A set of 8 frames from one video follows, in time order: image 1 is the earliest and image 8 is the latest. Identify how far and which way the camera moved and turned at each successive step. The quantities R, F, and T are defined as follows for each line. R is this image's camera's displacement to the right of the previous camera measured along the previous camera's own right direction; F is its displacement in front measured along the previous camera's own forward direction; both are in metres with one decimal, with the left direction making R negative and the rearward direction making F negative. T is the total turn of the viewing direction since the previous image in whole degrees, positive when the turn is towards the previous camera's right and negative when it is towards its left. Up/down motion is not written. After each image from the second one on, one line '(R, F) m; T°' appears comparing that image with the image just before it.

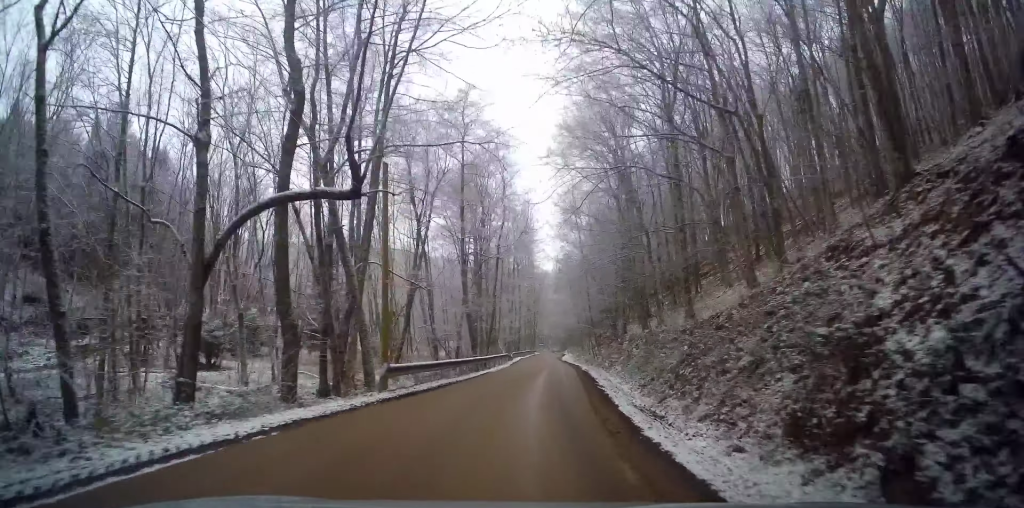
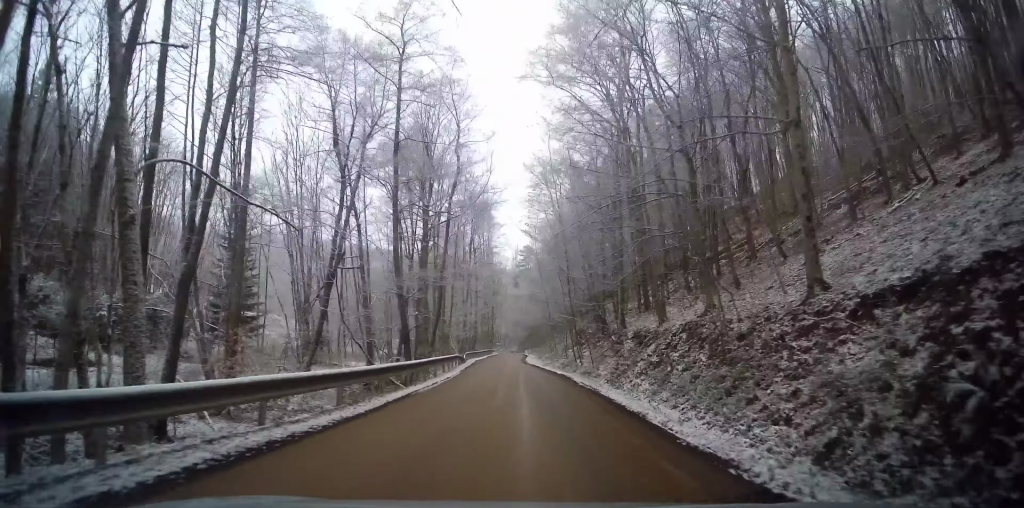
(+0.2, +12.3) m; +3°
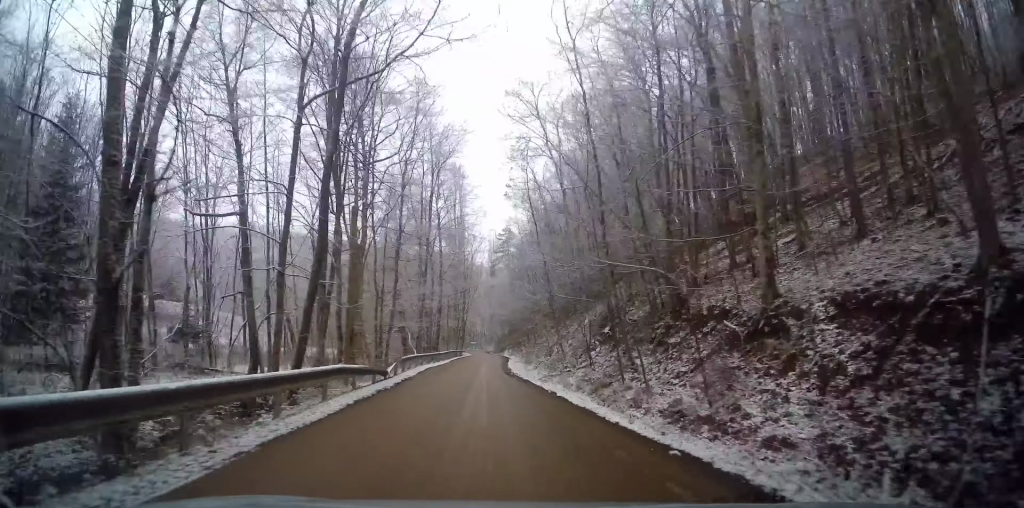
(+0.9, +18.8) m; +1°
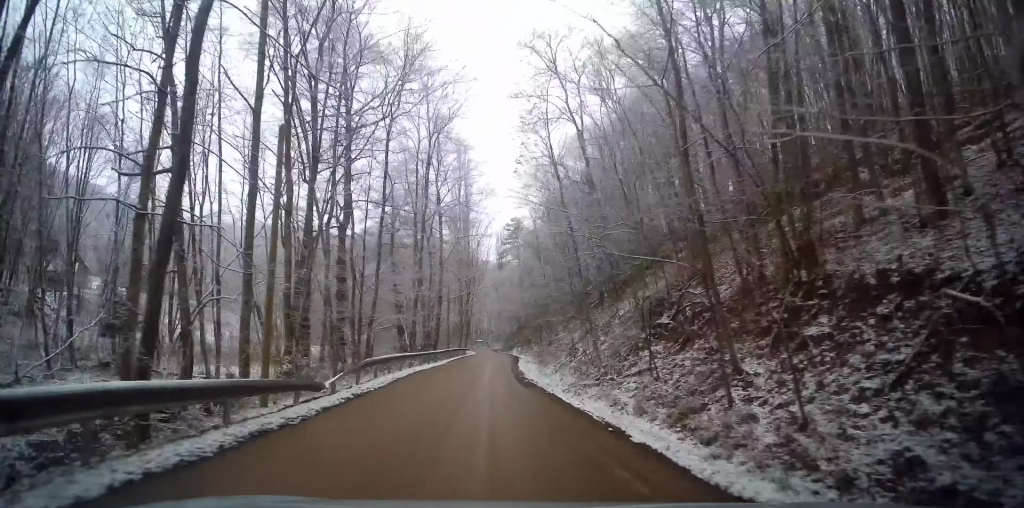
(-0.3, +7.1) m; -1°
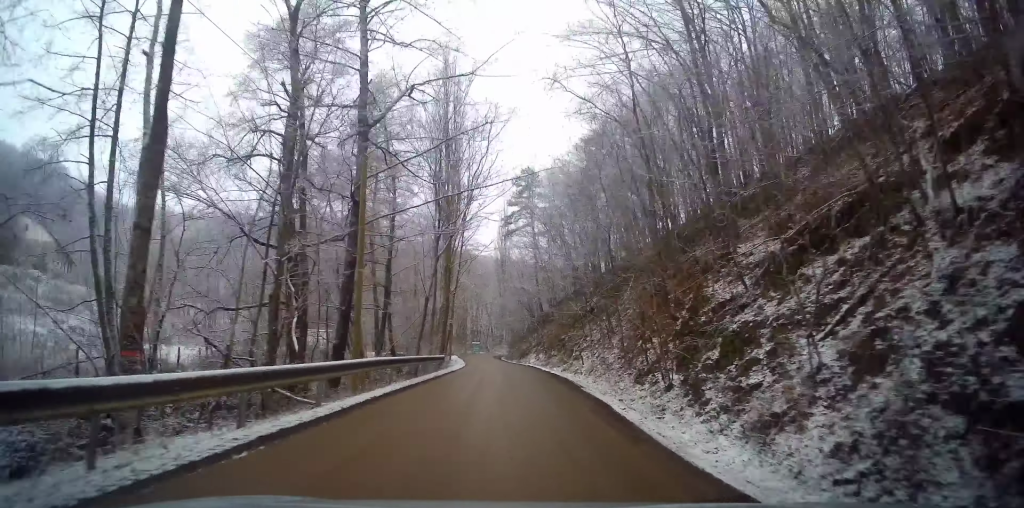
(+0.2, +31.7) m; +2°
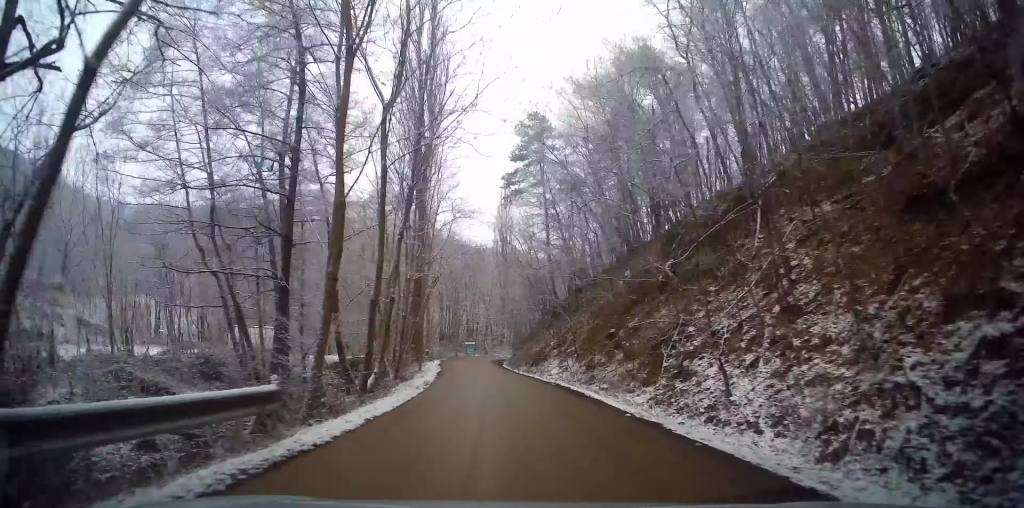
(+0.4, +18.6) m; 0°
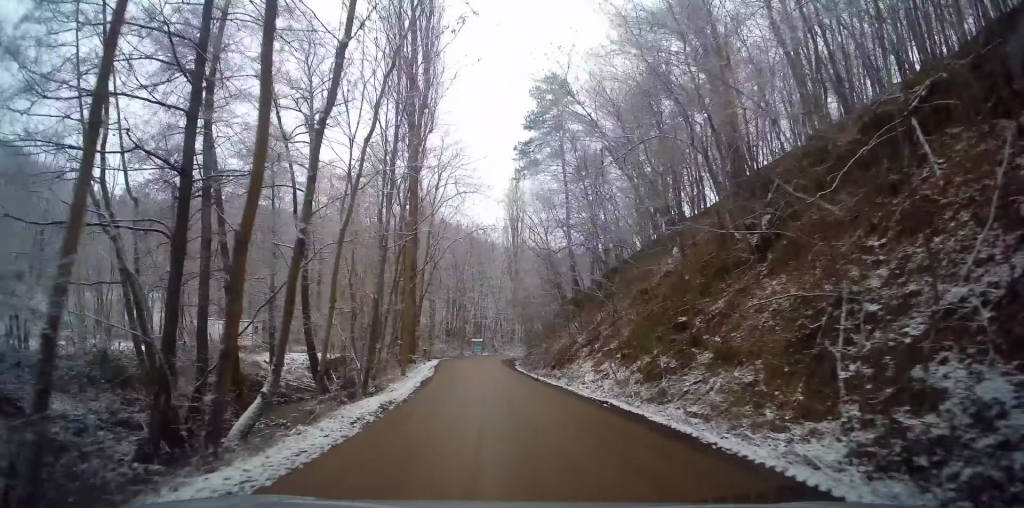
(+0.2, +8.1) m; -1°
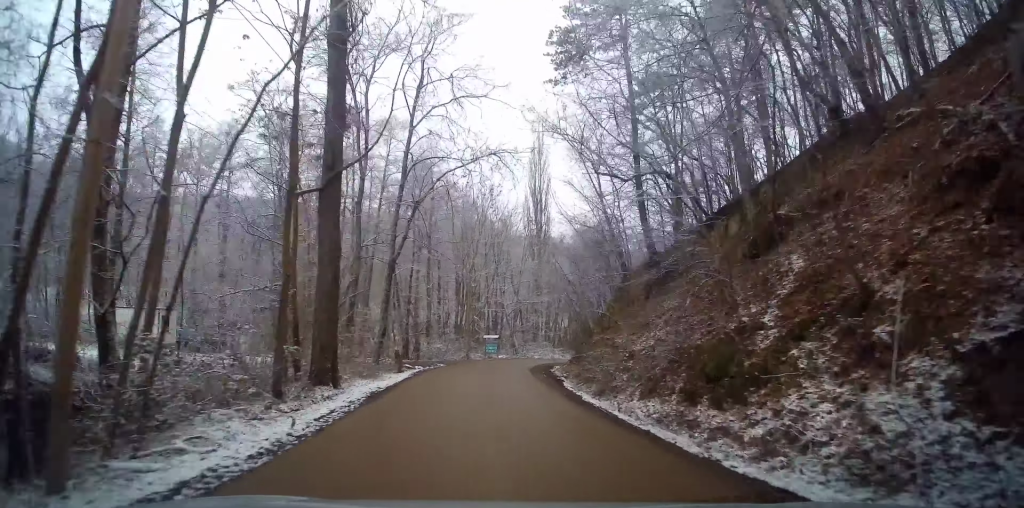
(-0.5, +17.9) m; 0°
